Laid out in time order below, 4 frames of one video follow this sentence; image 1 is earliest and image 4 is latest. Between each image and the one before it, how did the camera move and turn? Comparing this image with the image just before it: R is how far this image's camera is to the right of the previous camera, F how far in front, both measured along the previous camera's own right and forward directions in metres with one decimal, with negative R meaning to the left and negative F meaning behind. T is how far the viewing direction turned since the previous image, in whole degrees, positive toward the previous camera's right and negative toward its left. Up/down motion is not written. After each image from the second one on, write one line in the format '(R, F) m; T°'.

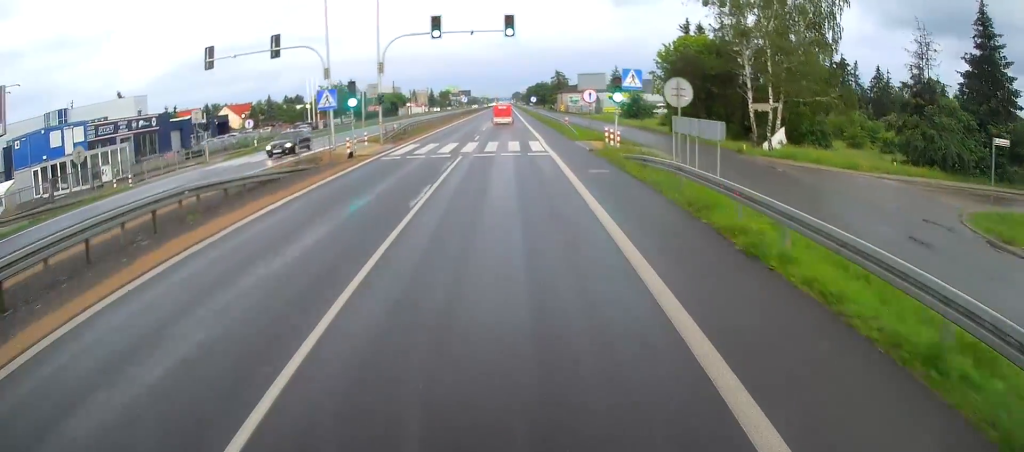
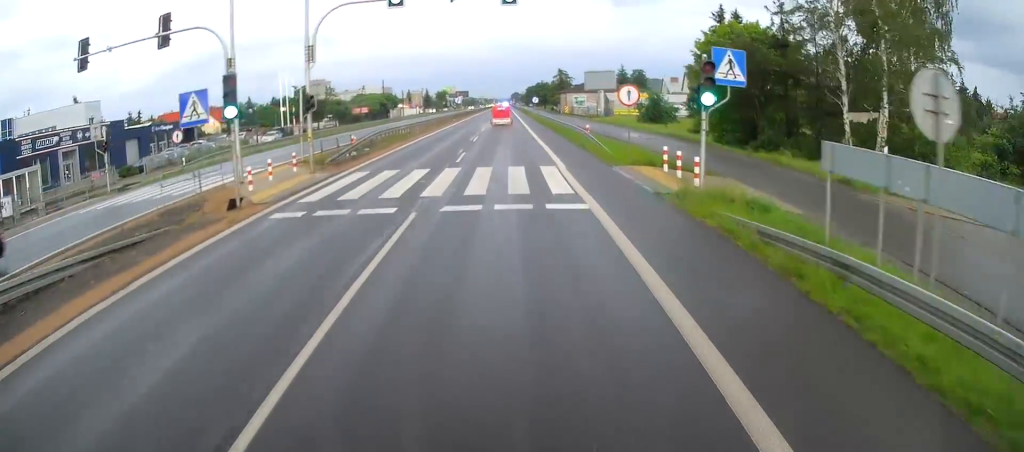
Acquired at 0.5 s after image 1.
(0.0, +11.7) m; 0°
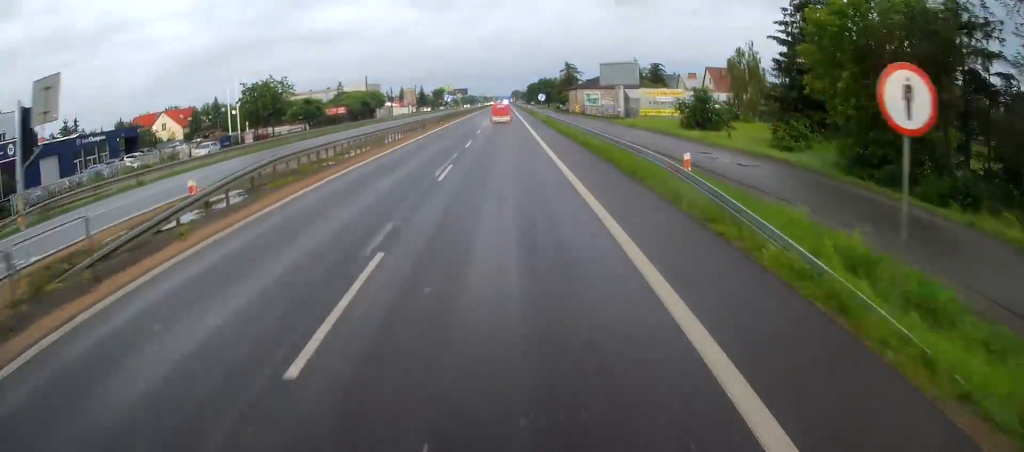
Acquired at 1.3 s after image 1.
(0.0, +17.5) m; -1°
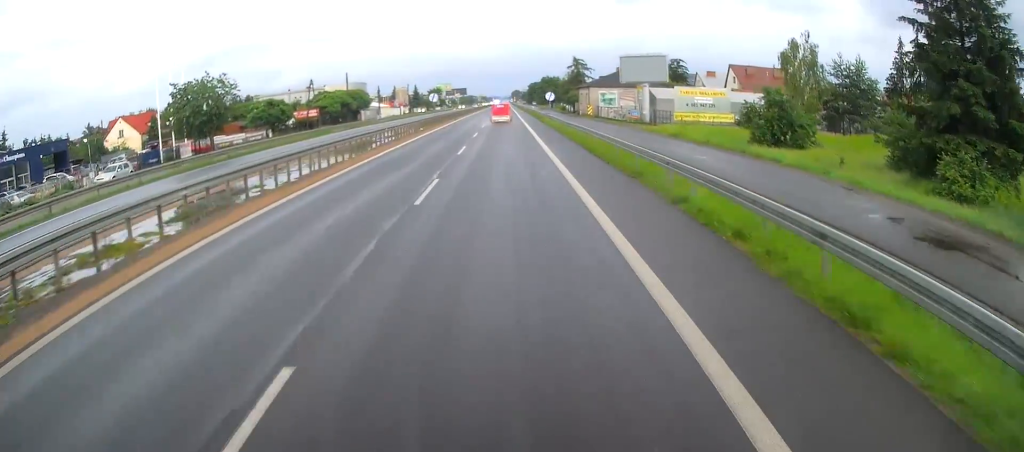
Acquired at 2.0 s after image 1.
(-0.3, +15.7) m; 0°
